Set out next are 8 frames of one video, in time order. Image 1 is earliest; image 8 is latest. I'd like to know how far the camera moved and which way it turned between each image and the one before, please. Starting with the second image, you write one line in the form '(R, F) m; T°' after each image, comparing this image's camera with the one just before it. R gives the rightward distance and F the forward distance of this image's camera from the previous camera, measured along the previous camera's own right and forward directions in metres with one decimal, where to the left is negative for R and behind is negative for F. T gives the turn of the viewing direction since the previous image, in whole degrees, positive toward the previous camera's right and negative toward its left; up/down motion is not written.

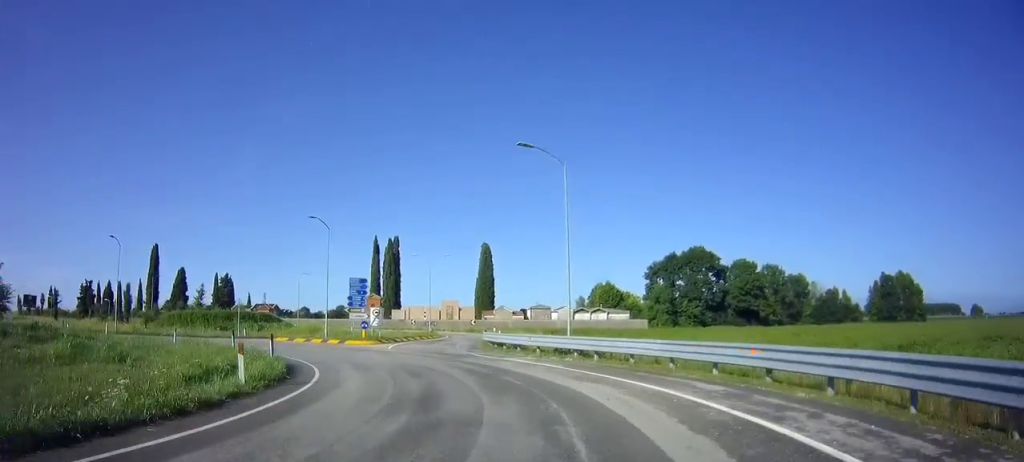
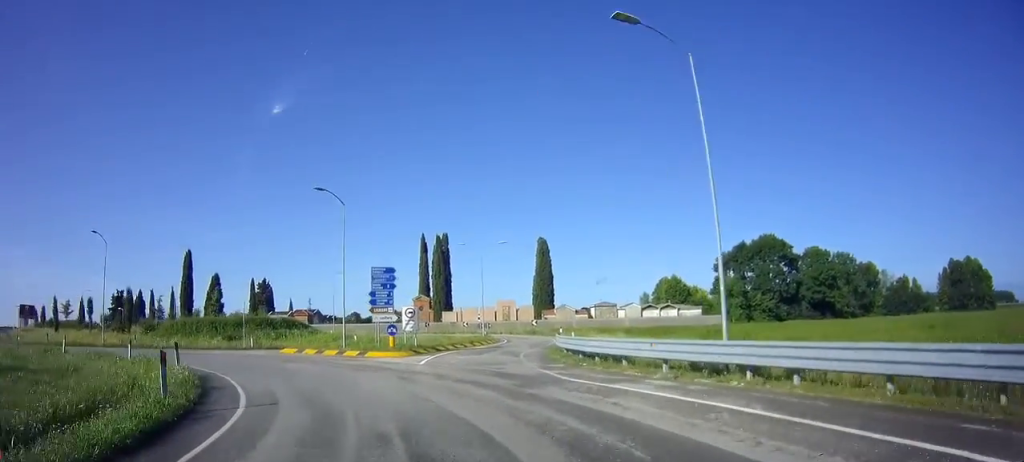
(+0.4, +9.5) m; -3°
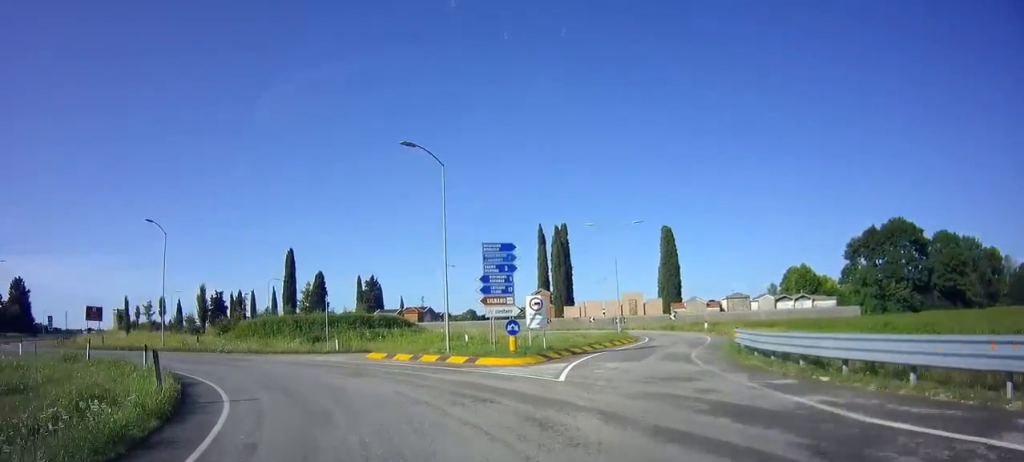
(-0.3, +7.3) m; -10°
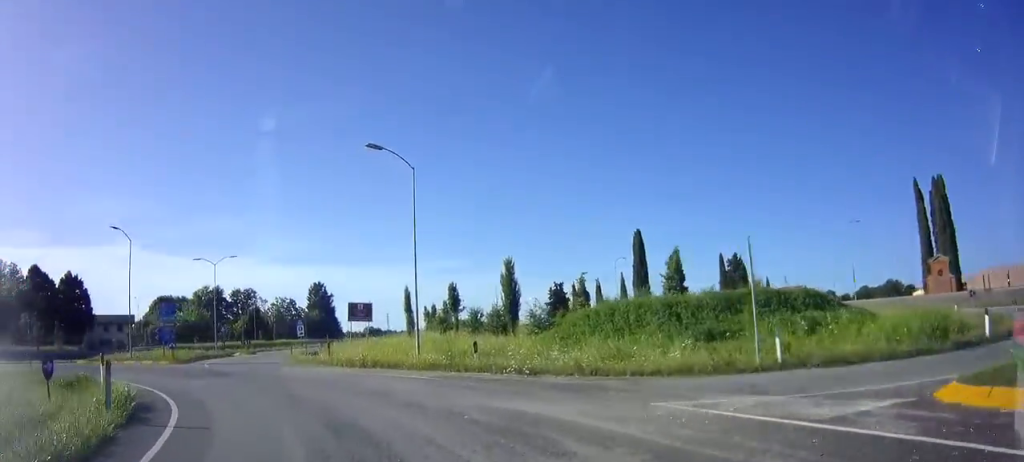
(-5.2, +16.7) m; -37°
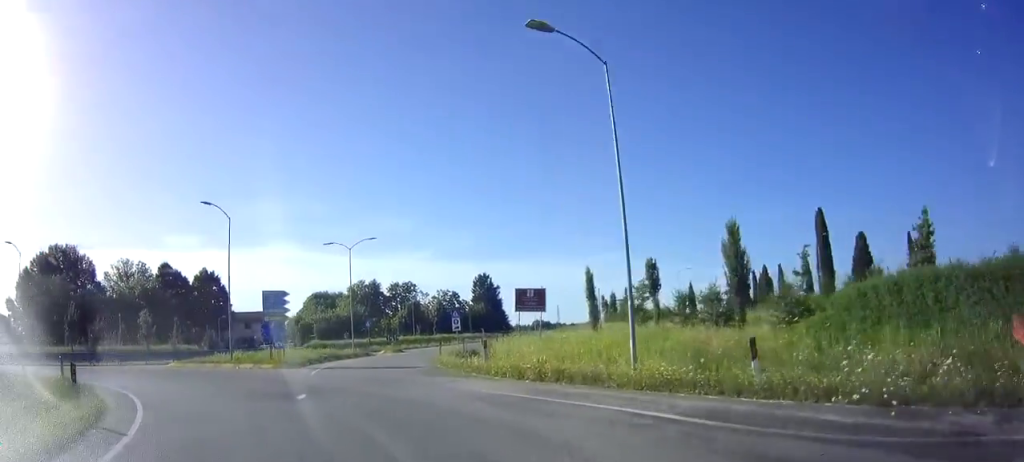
(-0.8, +8.3) m; -17°
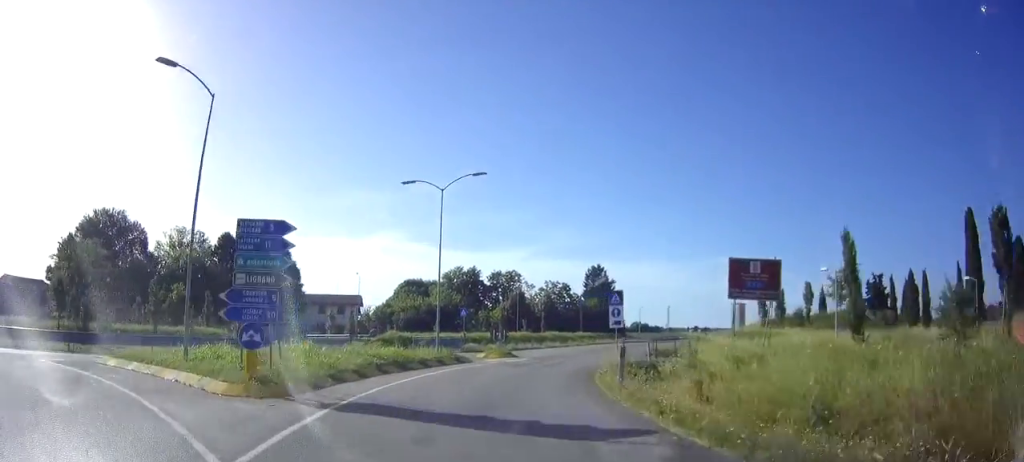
(-3.3, +15.2) m; -12°
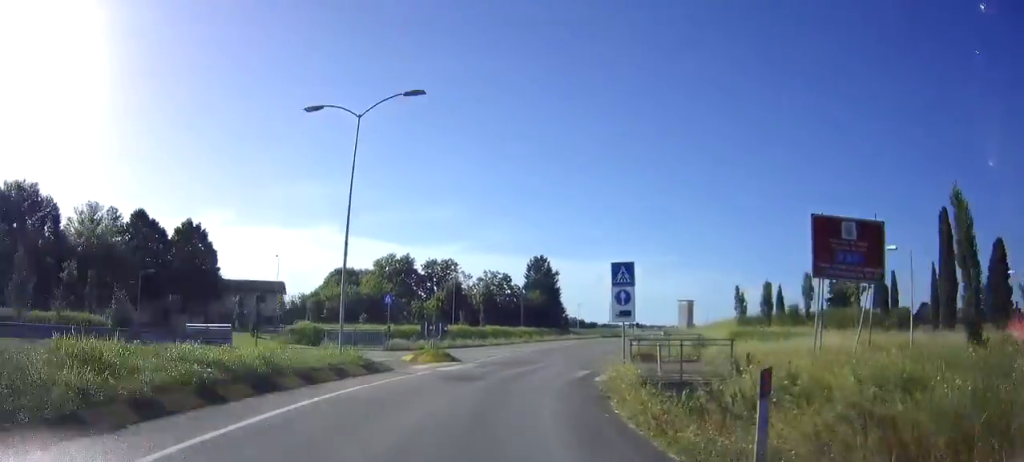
(-0.2, +8.1) m; +3°
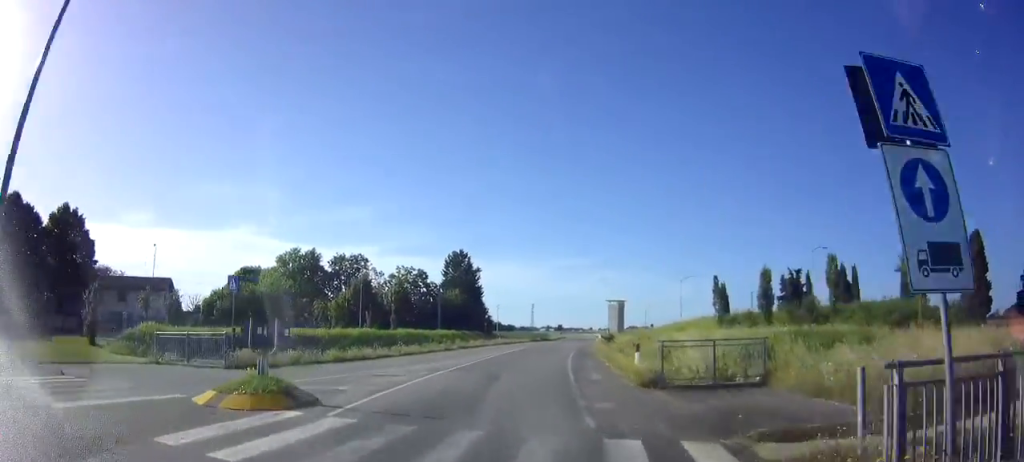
(+0.7, +10.9) m; +10°
